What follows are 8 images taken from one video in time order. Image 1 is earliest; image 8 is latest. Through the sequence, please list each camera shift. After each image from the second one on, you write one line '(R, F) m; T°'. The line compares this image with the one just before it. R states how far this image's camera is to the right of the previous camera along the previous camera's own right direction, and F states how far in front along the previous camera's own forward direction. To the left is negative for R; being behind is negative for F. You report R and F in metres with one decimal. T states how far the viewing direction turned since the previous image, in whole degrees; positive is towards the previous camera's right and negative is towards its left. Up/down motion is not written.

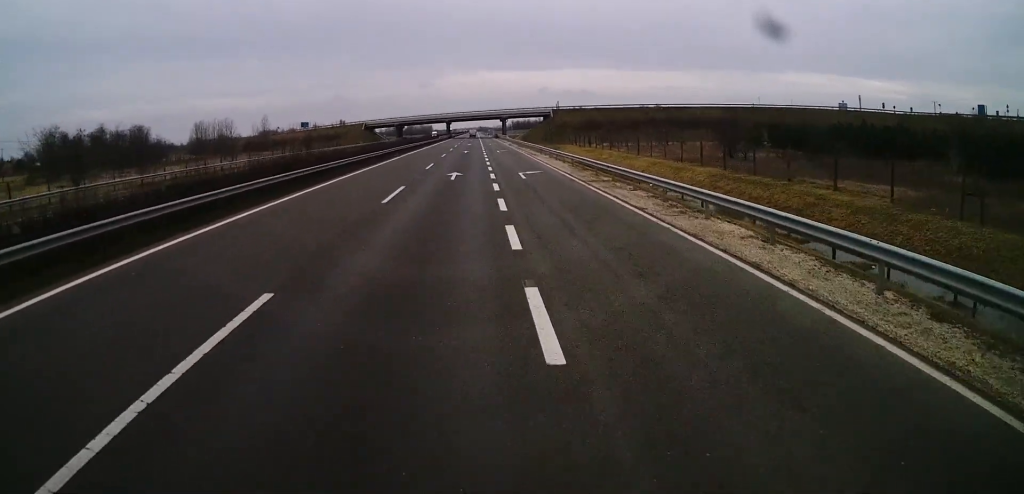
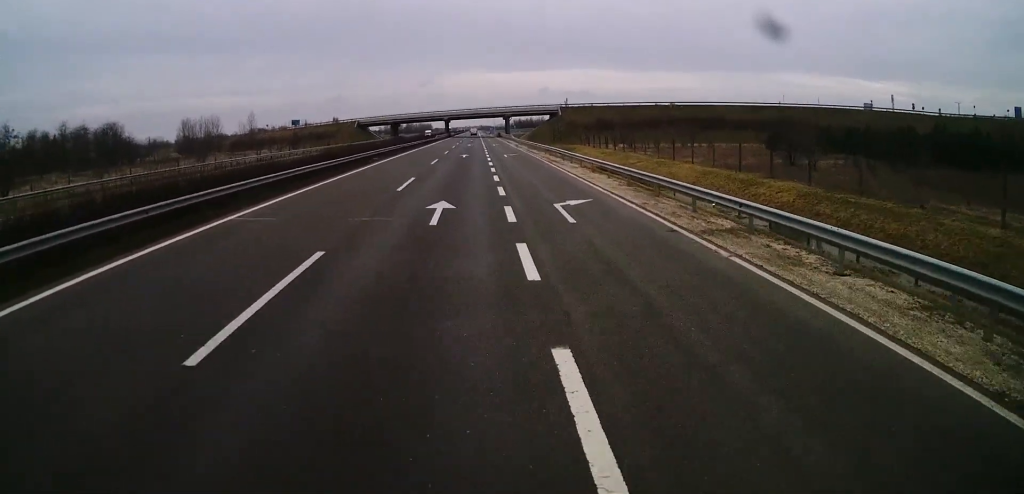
(0.0, +14.6) m; 0°
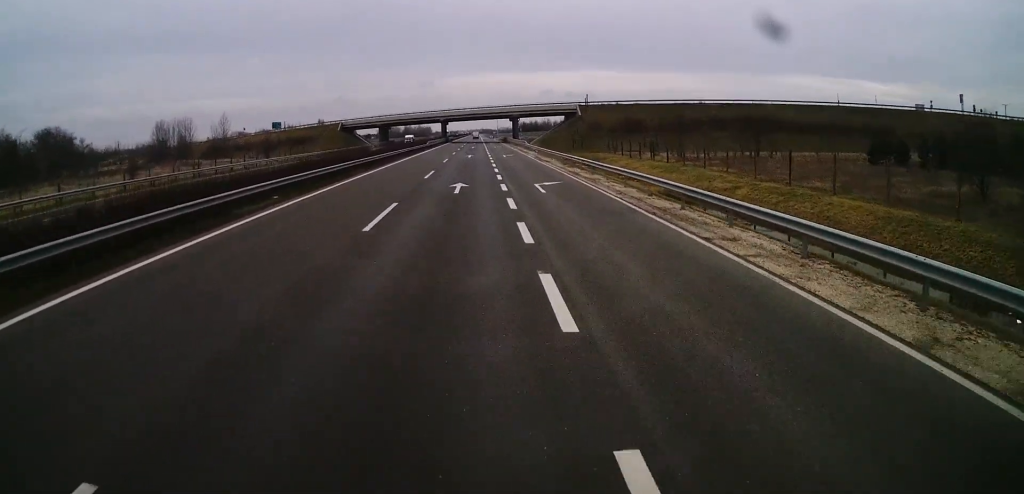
(-0.2, +26.2) m; -1°
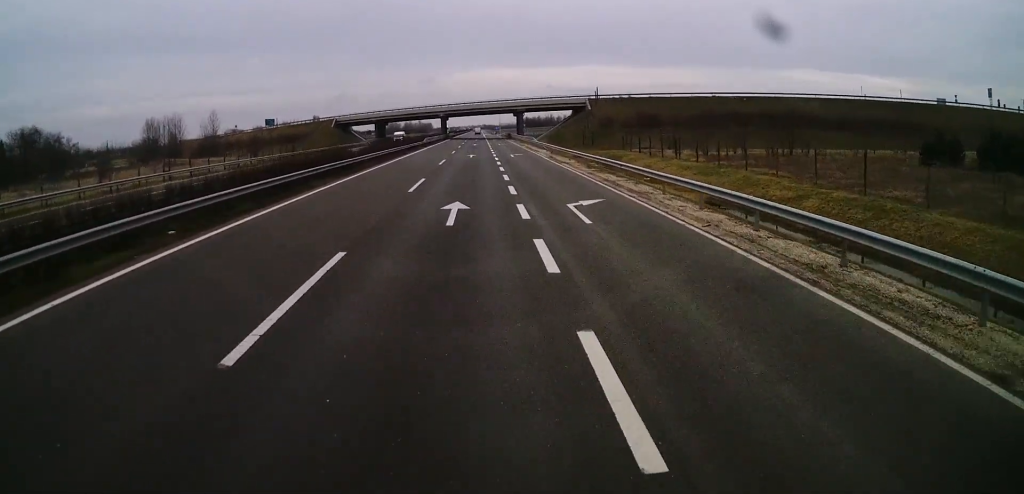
(-0.2, +9.3) m; 0°
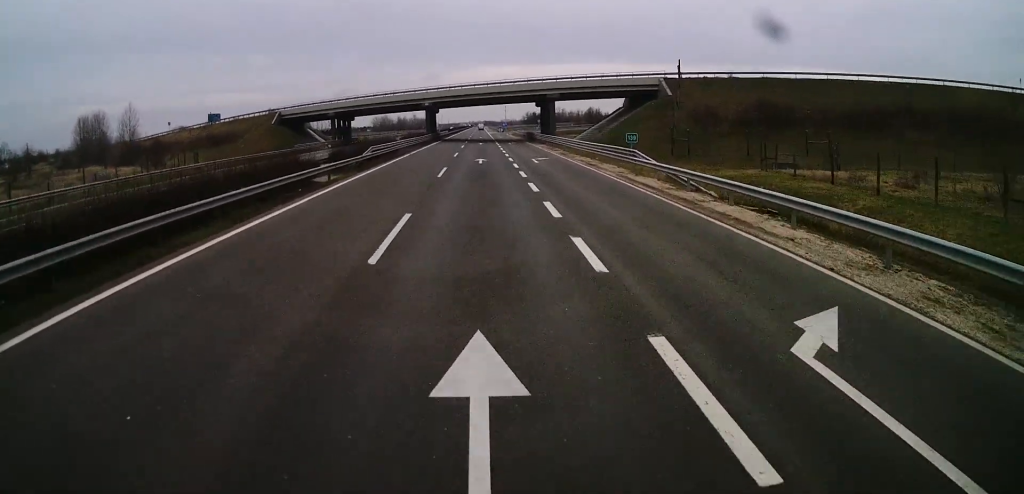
(-0.1, +48.5) m; -1°
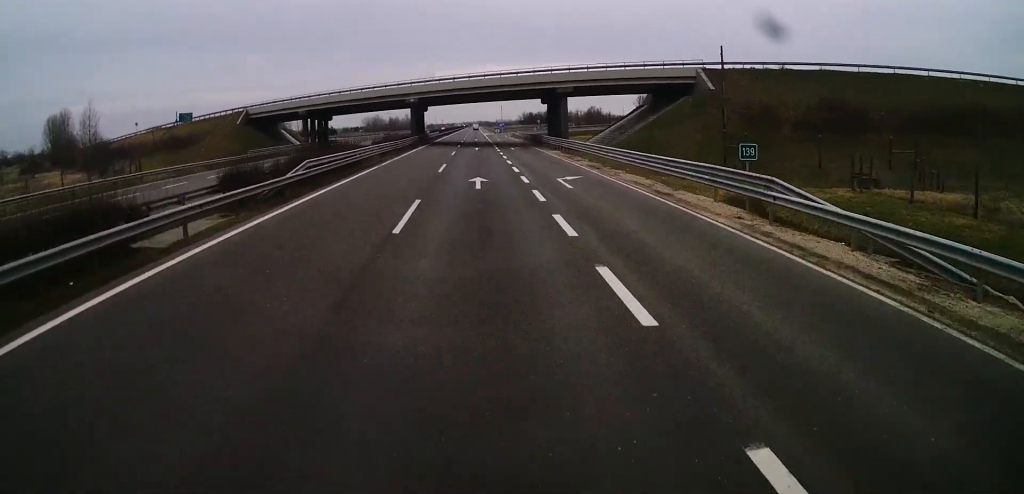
(0.0, +14.6) m; 0°
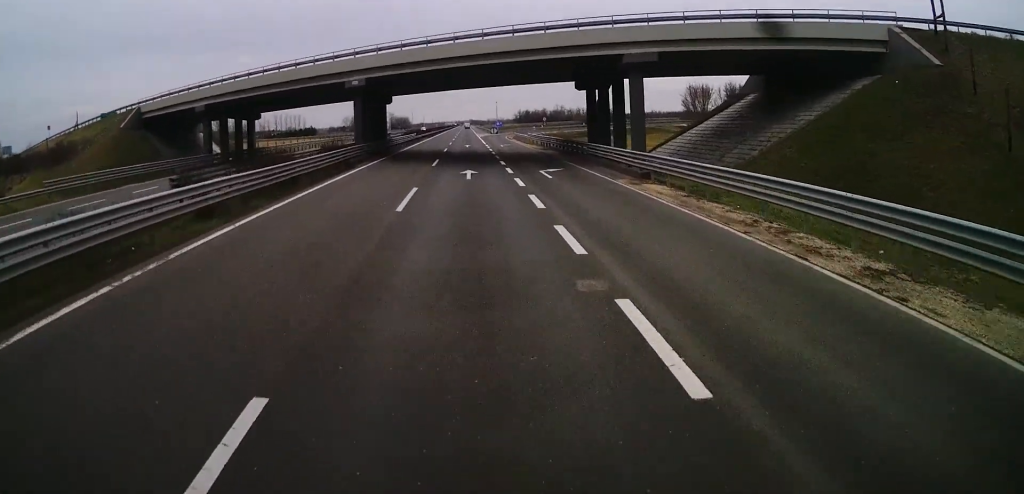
(+0.2, +32.1) m; 0°
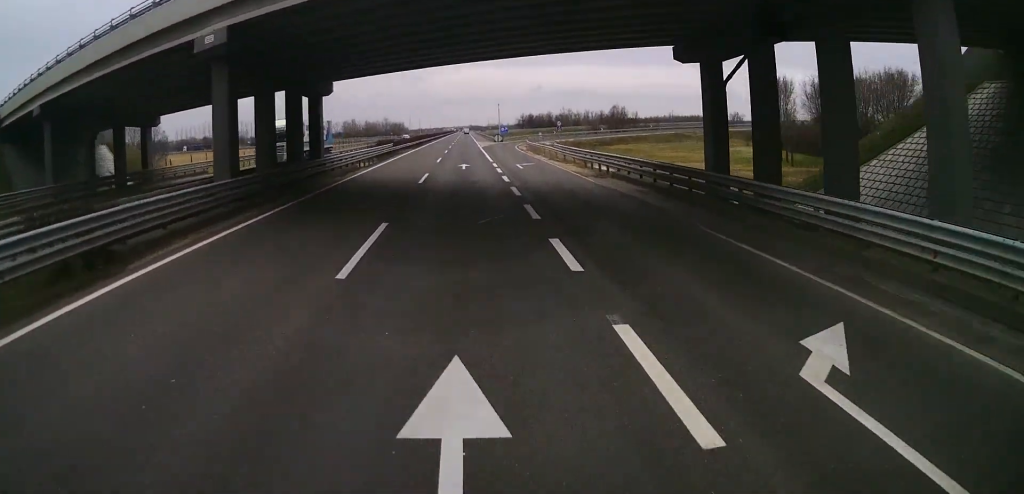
(-0.1, +24.6) m; 0°
